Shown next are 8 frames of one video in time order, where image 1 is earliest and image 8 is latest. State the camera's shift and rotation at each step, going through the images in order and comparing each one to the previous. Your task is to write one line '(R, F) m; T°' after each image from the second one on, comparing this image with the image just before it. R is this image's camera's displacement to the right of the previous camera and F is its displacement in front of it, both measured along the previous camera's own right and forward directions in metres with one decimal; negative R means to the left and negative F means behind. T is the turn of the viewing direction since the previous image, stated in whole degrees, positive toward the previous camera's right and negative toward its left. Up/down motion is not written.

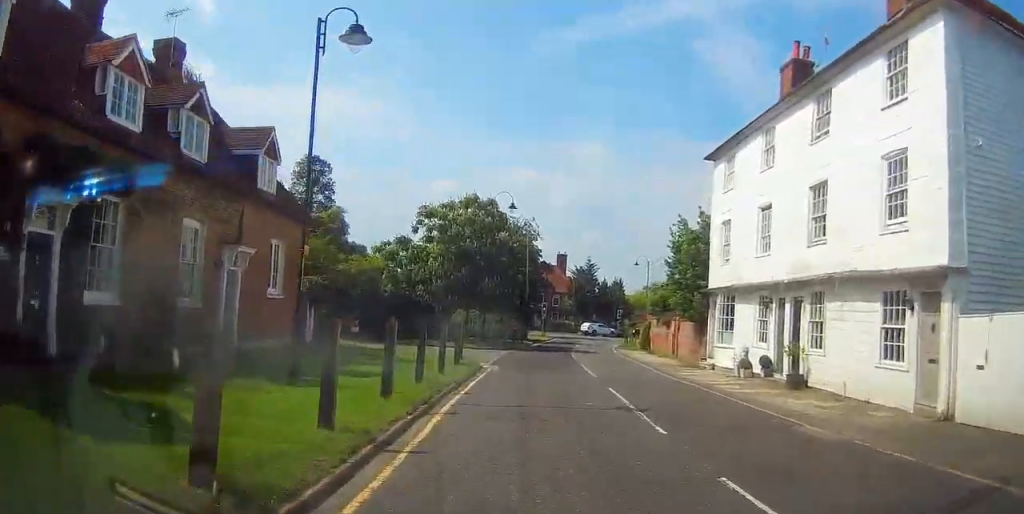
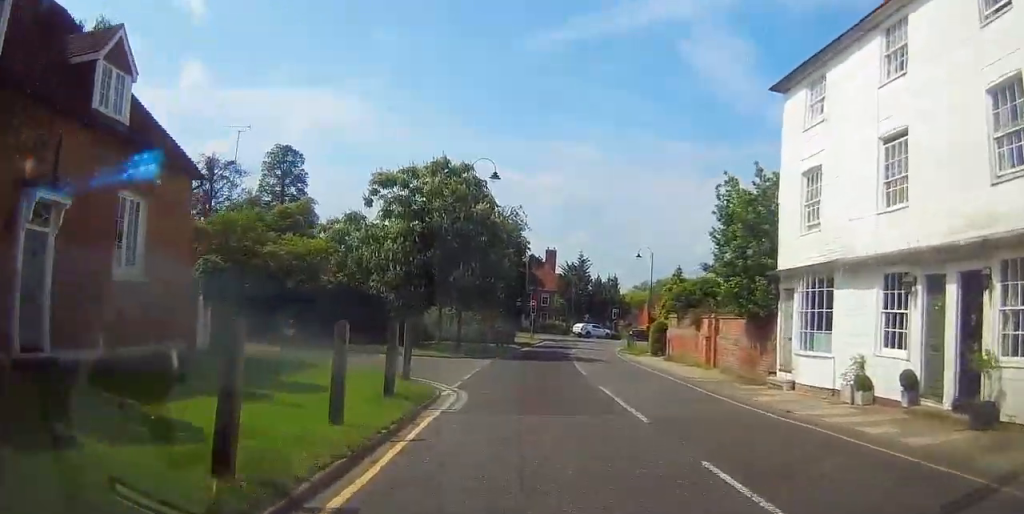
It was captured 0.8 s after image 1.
(+0.3, +8.1) m; +2°
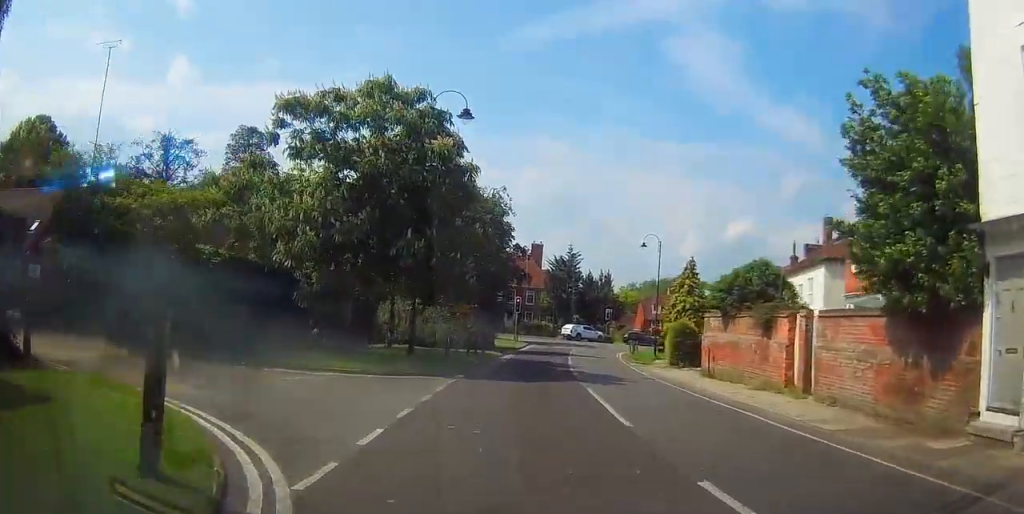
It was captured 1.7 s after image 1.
(0.0, +9.0) m; 0°
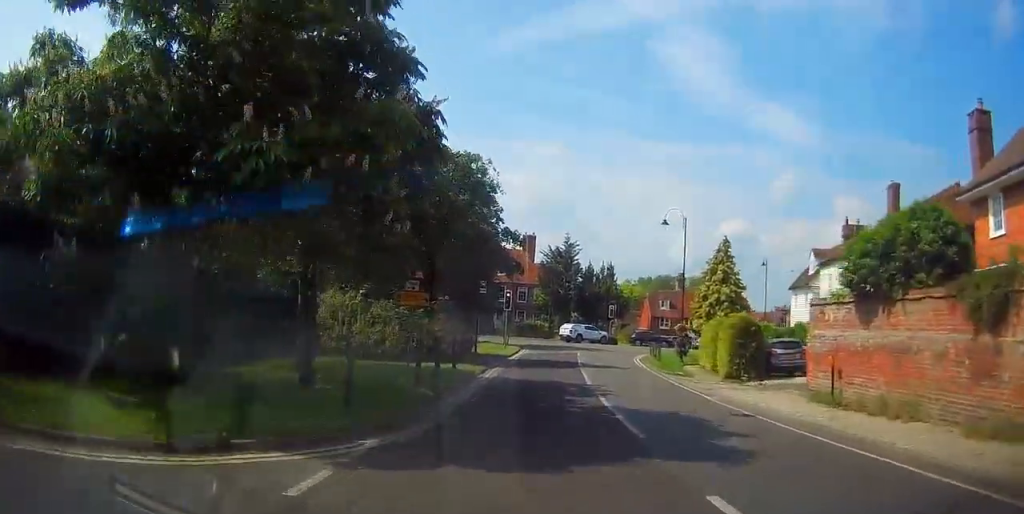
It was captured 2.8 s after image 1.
(0.0, +9.5) m; +1°
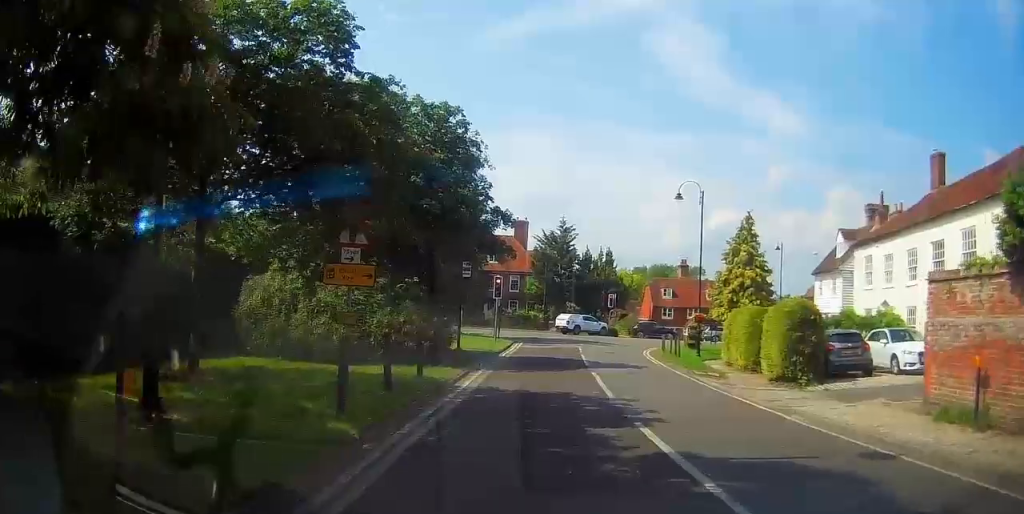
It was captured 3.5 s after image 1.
(0.0, +4.9) m; +2°
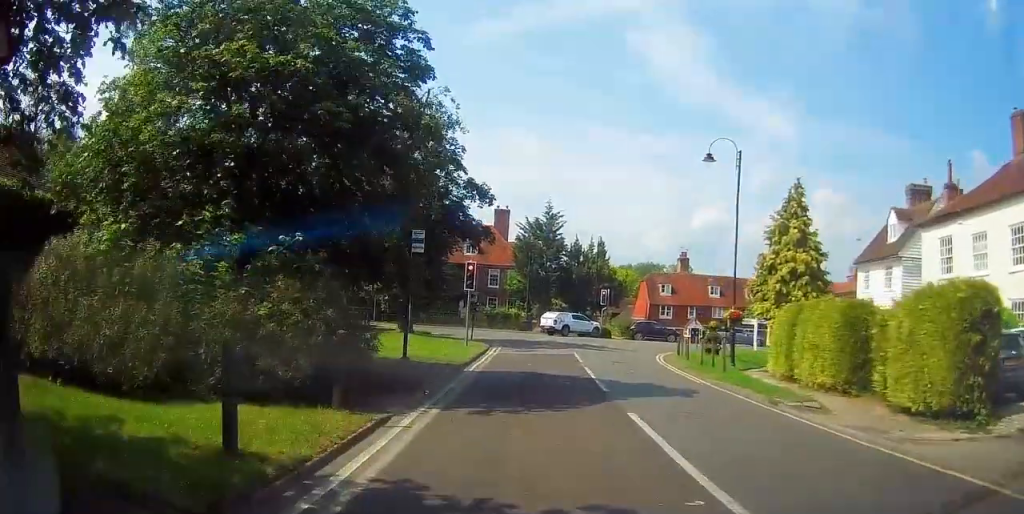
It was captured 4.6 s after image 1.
(+0.3, +7.8) m; +2°
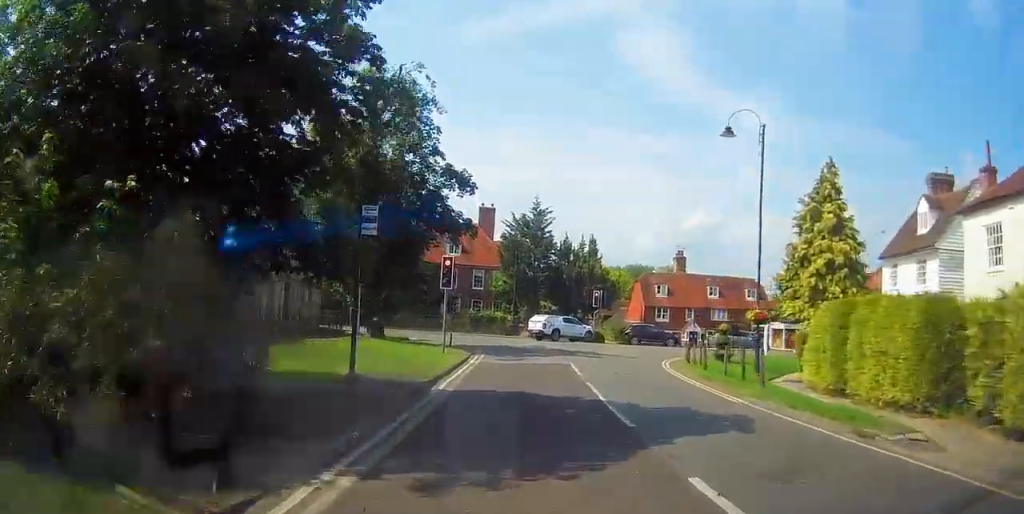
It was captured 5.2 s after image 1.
(-0.1, +3.5) m; -1°
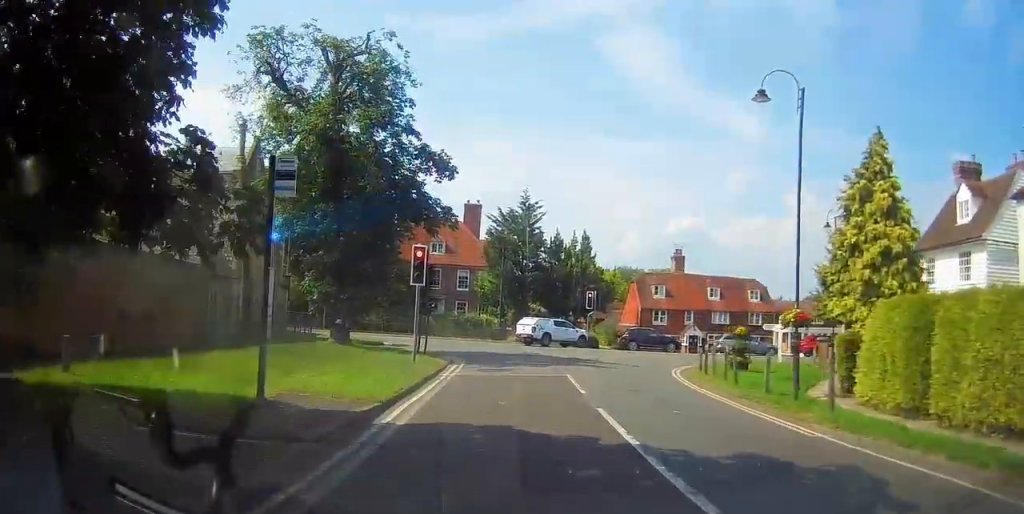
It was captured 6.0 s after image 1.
(0.0, +3.9) m; -1°
